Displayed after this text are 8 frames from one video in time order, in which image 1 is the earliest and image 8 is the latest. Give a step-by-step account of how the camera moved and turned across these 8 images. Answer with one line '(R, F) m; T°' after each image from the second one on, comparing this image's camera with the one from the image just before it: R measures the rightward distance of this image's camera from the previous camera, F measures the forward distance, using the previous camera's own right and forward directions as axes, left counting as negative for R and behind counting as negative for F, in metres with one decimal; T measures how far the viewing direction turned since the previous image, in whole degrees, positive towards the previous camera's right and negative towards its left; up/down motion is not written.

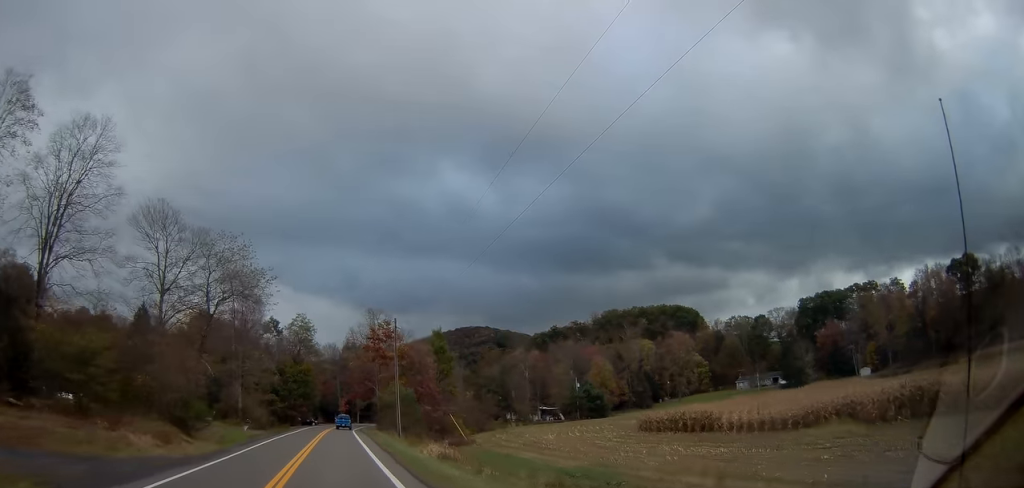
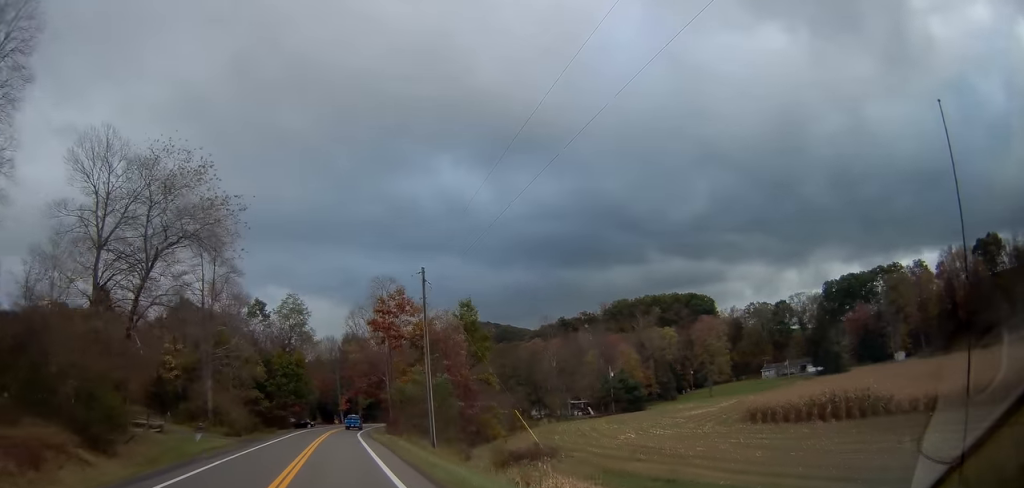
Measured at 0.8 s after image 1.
(0.0, +16.7) m; 0°
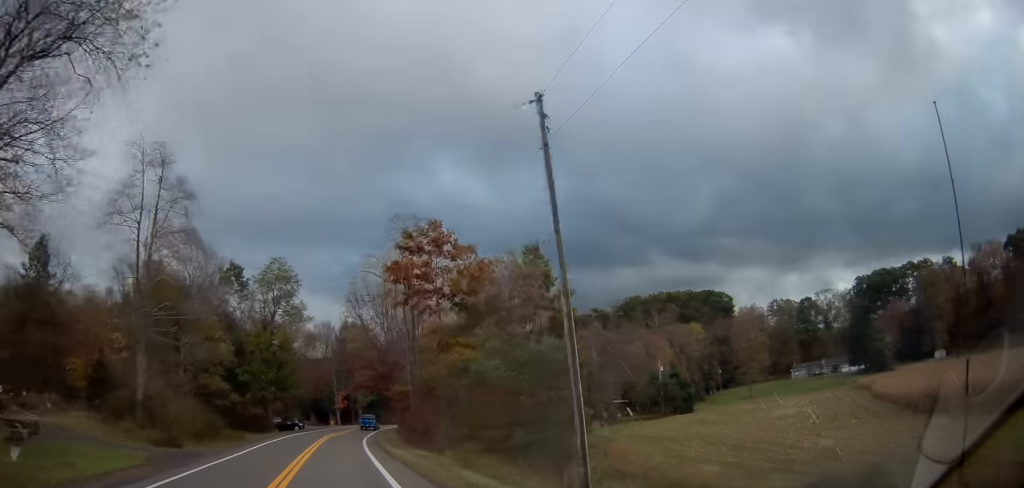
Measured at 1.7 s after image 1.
(0.0, +19.2) m; 0°
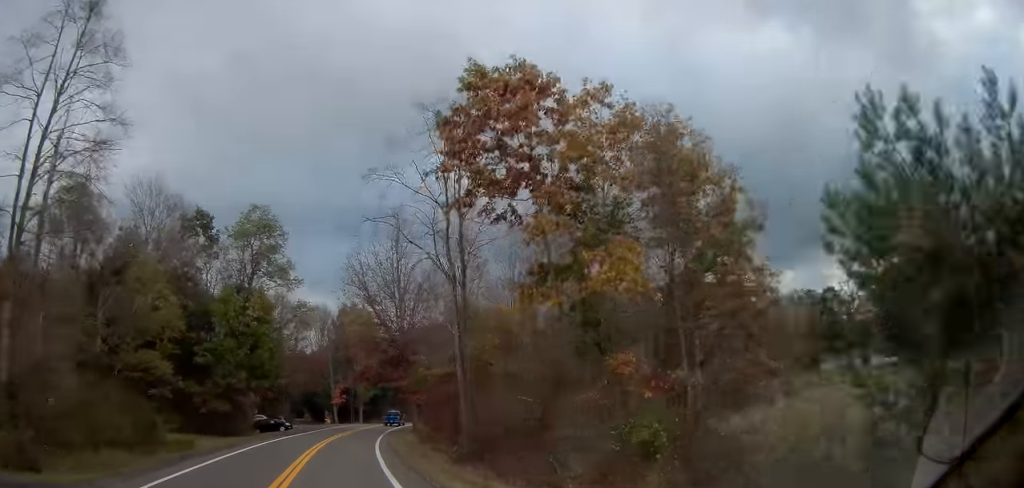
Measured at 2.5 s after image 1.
(-0.1, +16.3) m; 0°
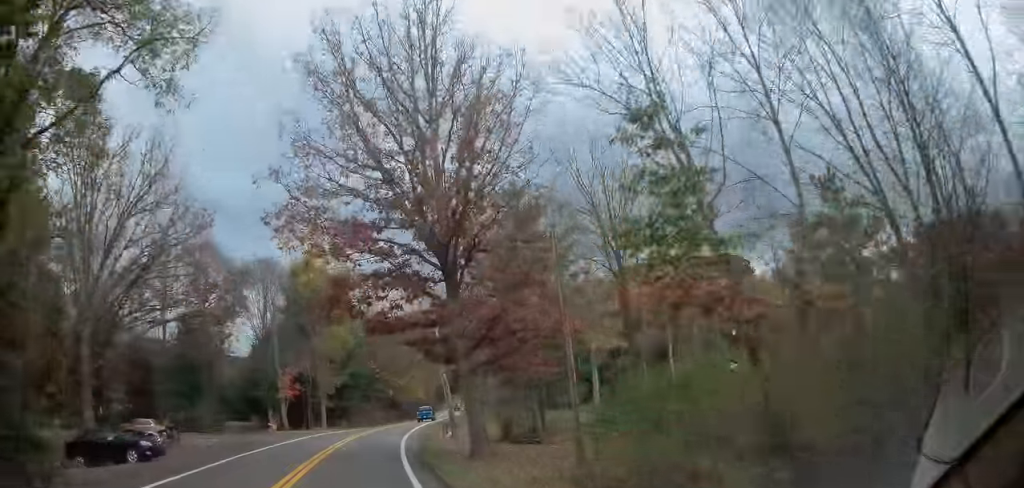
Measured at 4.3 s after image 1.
(+1.2, +35.9) m; +6°
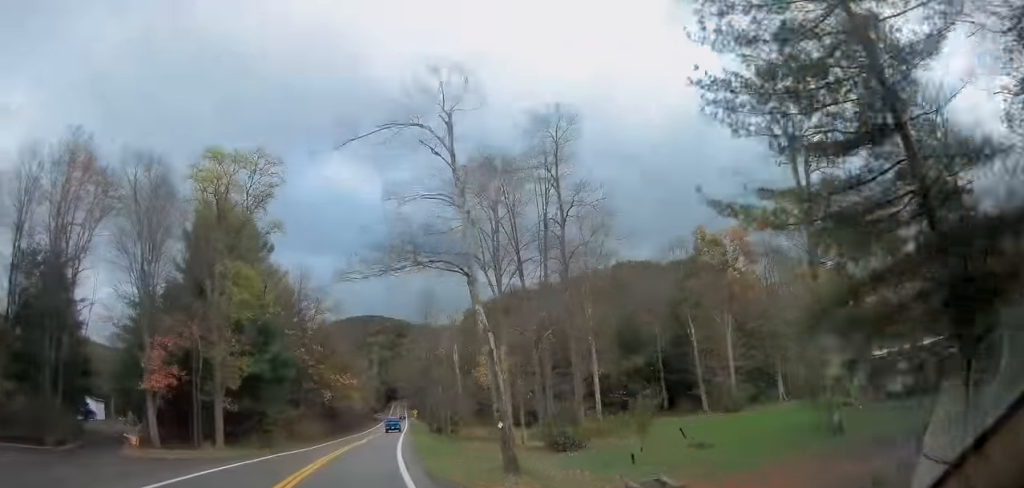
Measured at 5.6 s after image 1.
(+1.5, +27.0) m; +7°
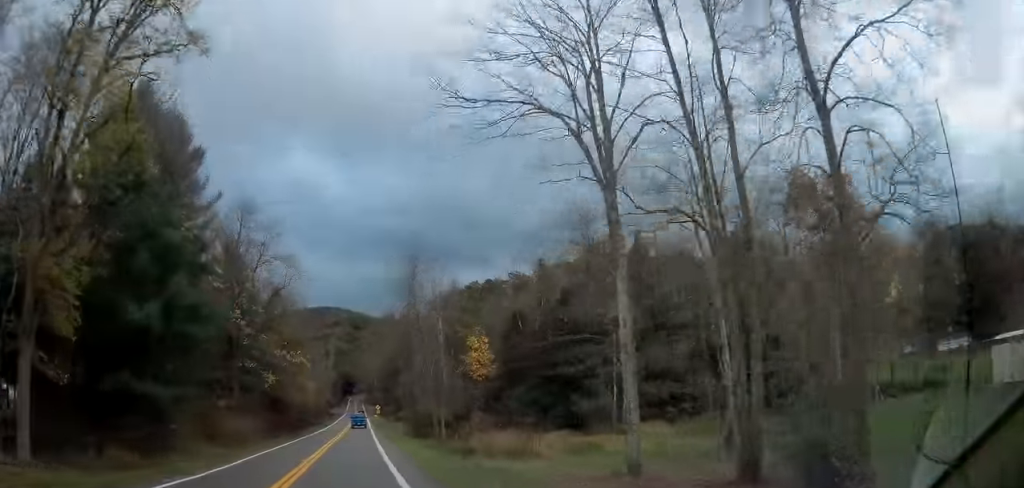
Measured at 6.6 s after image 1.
(+0.8, +20.5) m; +4°
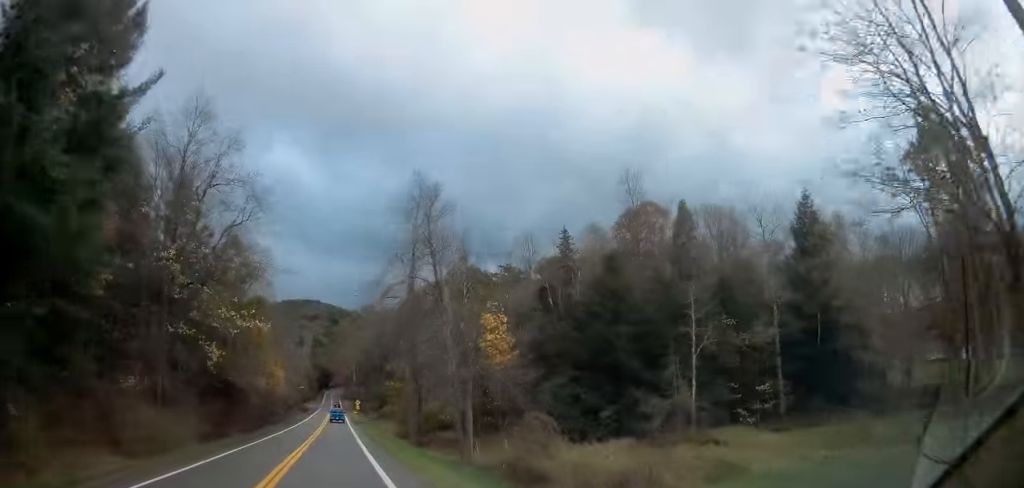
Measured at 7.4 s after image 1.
(+0.5, +15.9) m; +3°
